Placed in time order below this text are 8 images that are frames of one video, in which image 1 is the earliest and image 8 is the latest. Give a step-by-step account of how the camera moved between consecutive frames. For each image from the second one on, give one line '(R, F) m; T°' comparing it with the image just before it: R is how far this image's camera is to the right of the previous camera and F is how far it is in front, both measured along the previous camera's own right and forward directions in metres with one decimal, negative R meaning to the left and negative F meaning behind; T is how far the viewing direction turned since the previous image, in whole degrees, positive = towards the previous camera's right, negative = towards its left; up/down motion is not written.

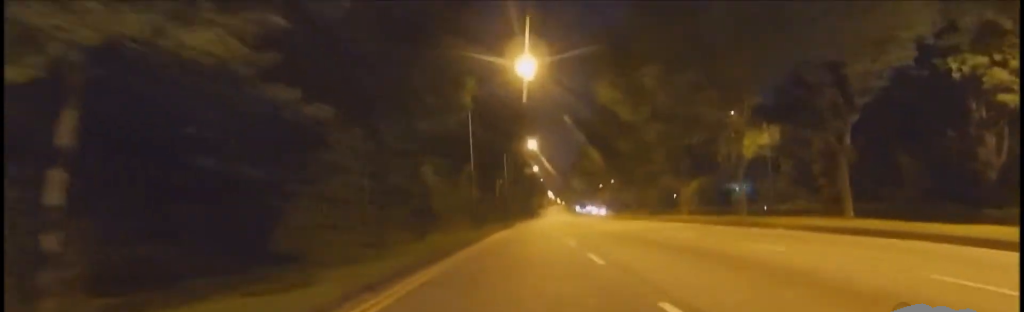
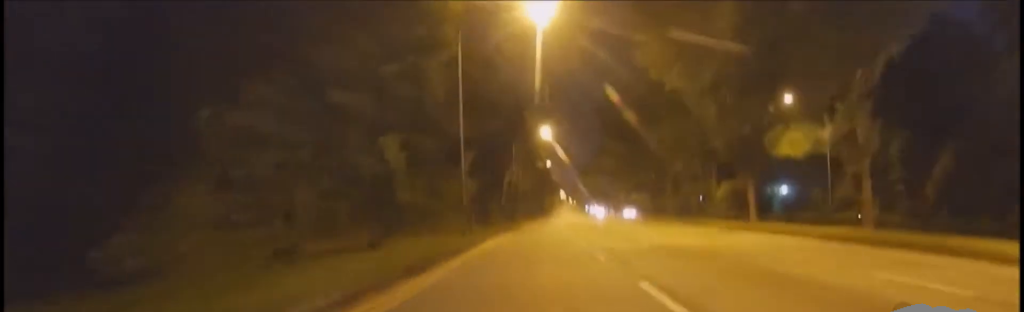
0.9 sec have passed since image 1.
(+0.1, +10.1) m; 0°
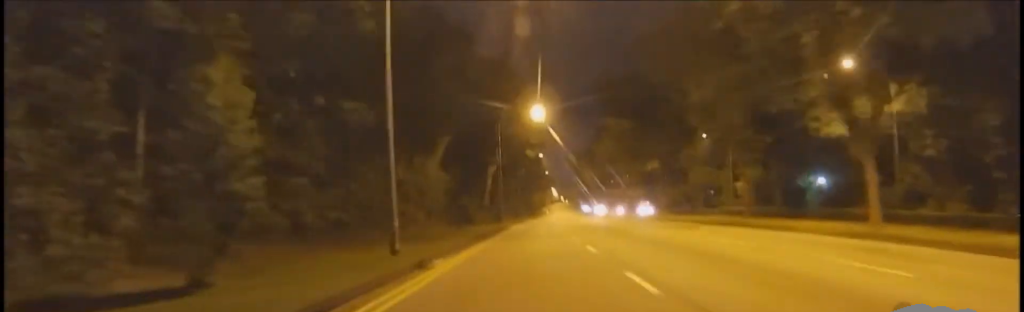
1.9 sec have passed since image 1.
(0.0, +10.9) m; 0°
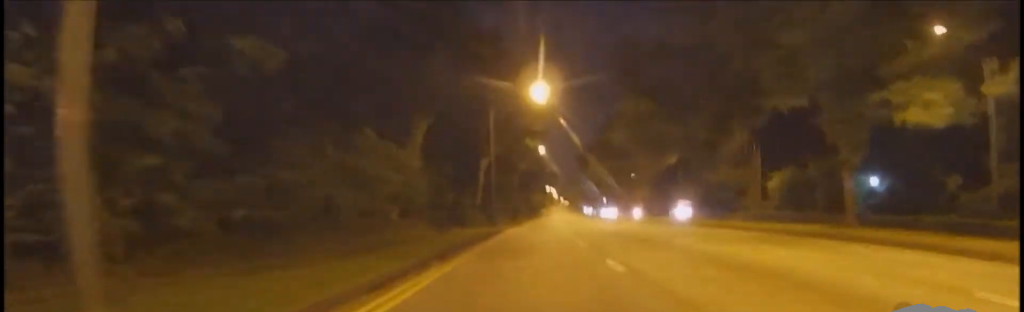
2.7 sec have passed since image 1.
(-0.1, +9.5) m; 0°
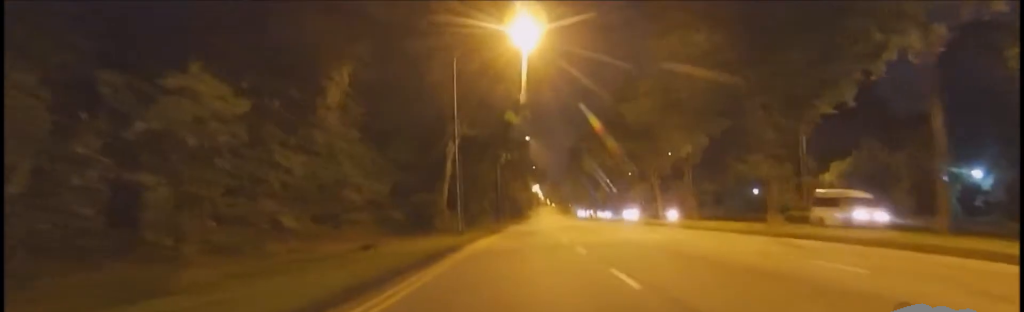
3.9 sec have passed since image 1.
(0.0, +14.1) m; 0°
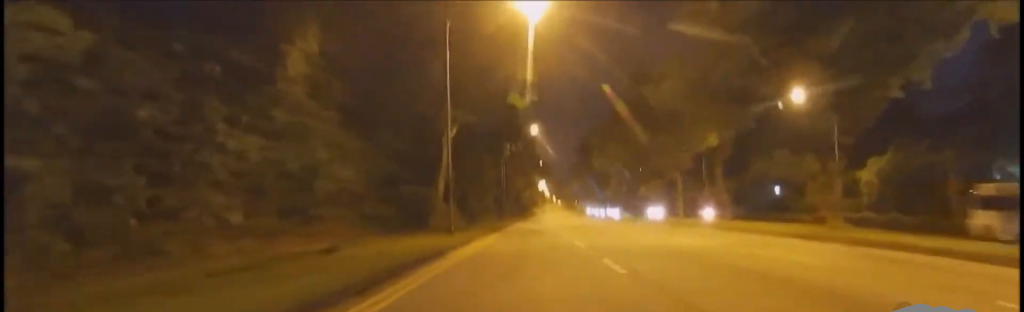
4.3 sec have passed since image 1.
(-0.2, +4.5) m; 0°
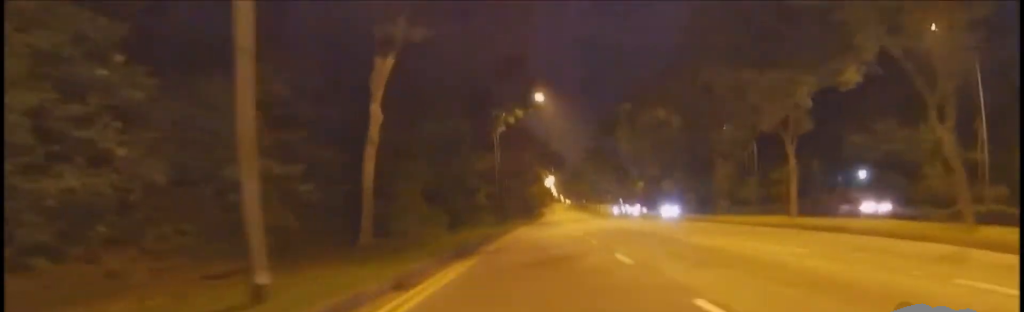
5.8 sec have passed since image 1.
(-1.1, +16.7) m; -8°
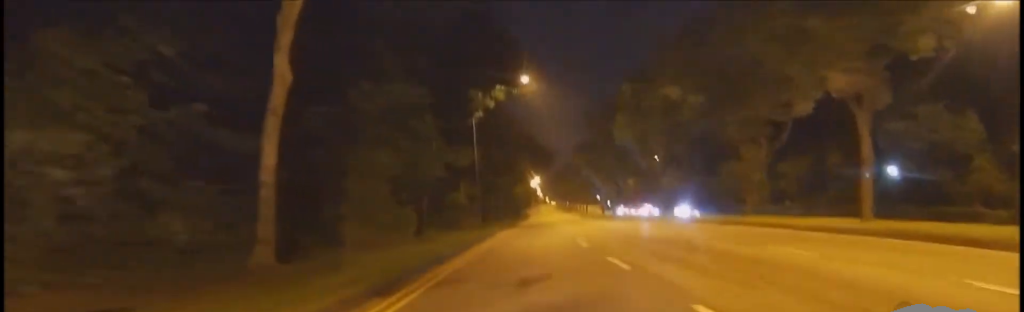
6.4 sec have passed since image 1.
(-1.0, +6.4) m; 0°
